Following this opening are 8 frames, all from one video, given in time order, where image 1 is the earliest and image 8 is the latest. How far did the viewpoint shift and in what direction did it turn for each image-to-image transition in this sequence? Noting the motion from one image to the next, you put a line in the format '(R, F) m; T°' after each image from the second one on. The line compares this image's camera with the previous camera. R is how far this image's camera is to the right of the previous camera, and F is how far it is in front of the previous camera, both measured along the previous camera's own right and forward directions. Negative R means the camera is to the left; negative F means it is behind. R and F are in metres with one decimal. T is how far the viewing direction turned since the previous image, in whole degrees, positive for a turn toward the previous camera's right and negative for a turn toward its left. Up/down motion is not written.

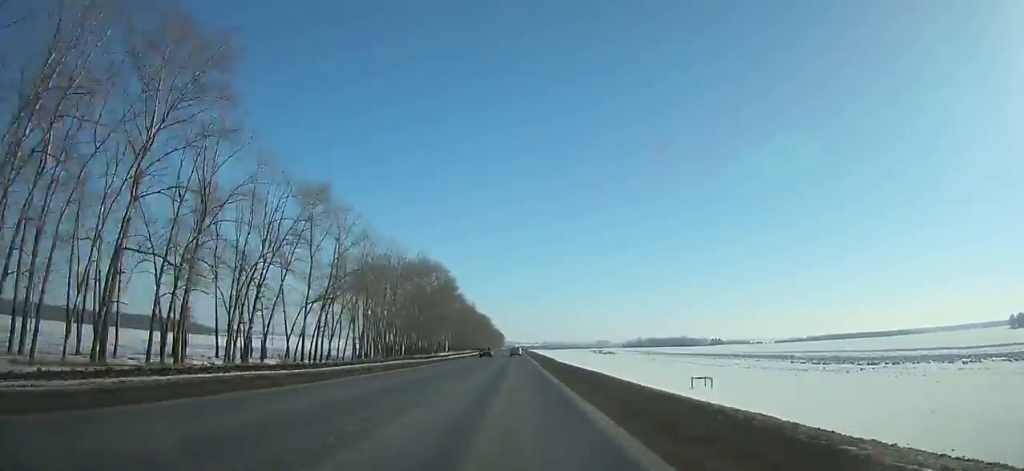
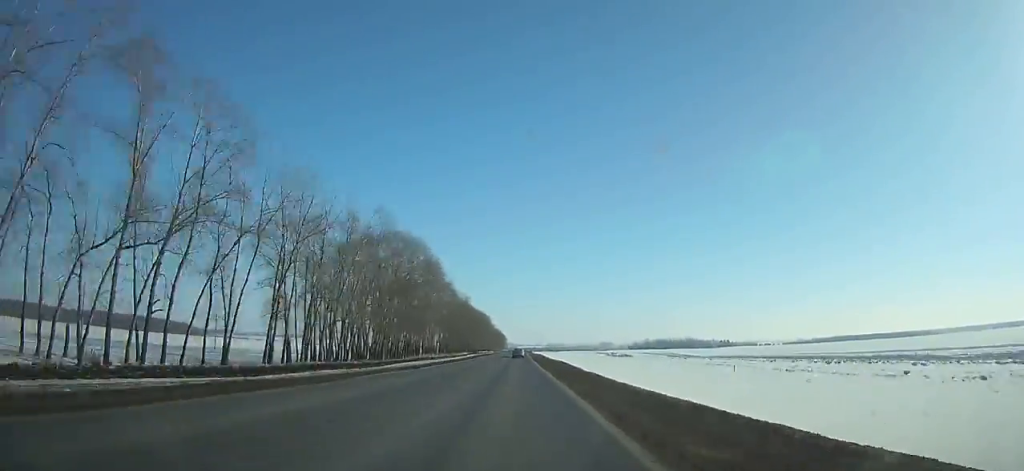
(0.0, +40.4) m; 0°
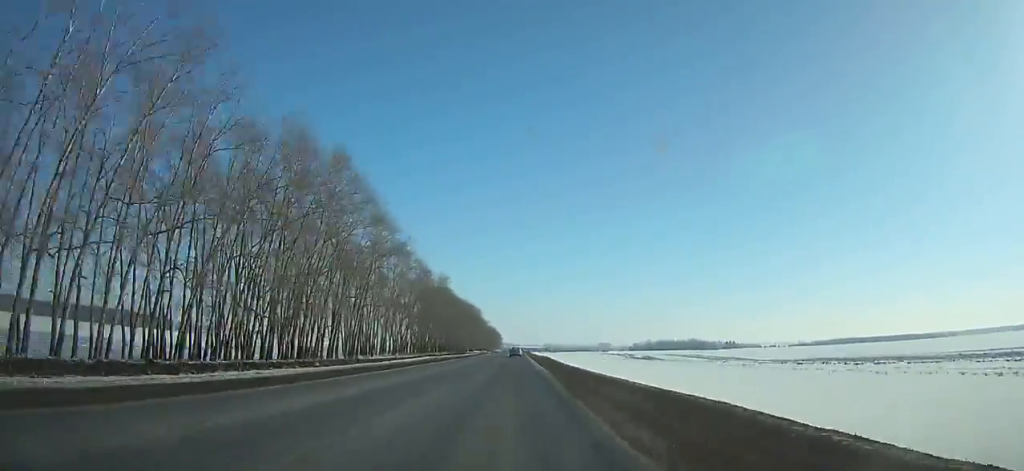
(+0.2, +58.1) m; 0°
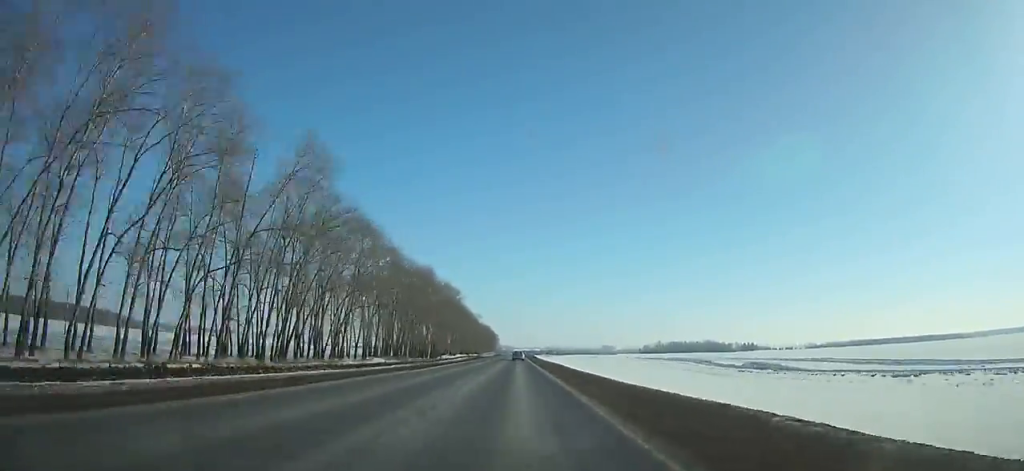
(-0.1, +106.8) m; 0°
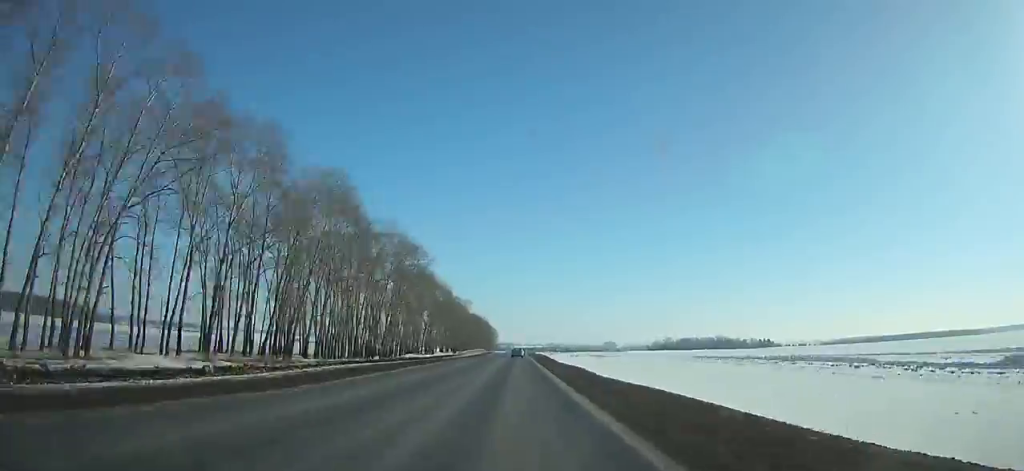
(+0.1, +73.4) m; 0°
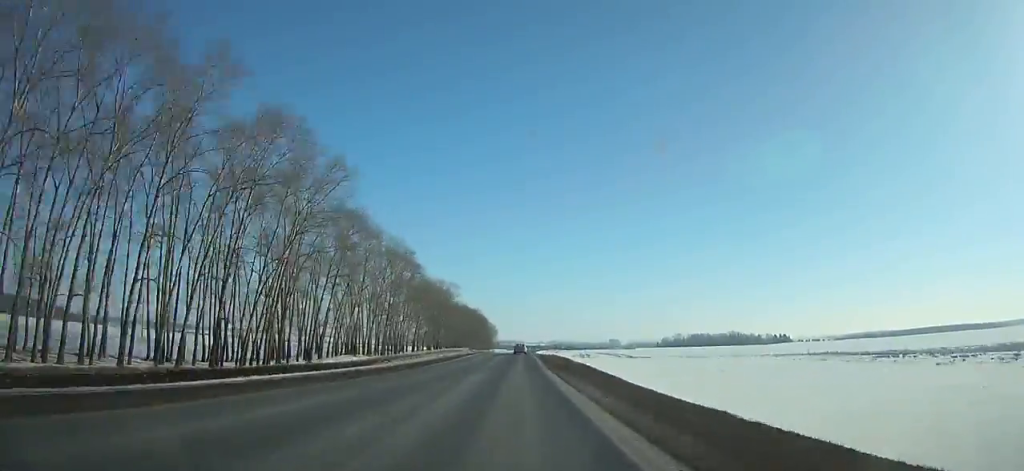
(-0.2, +60.3) m; 0°
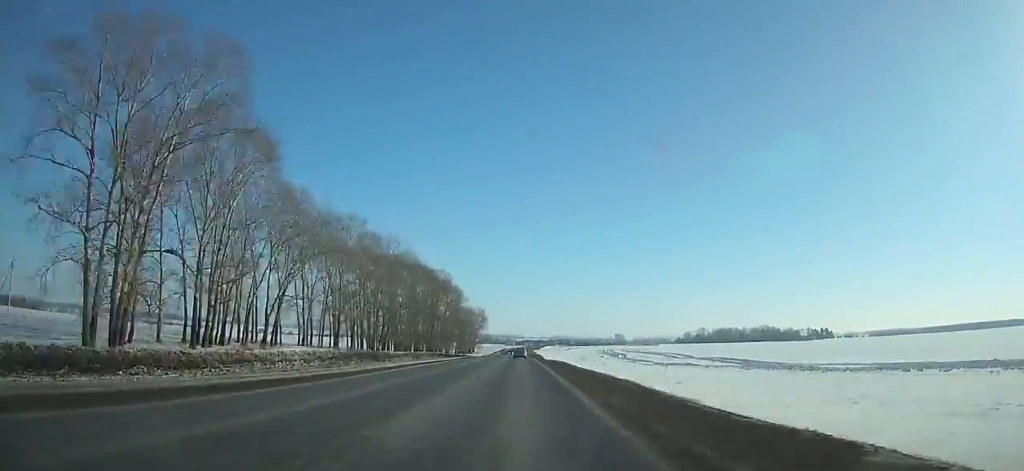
(+0.3, +150.8) m; 0°
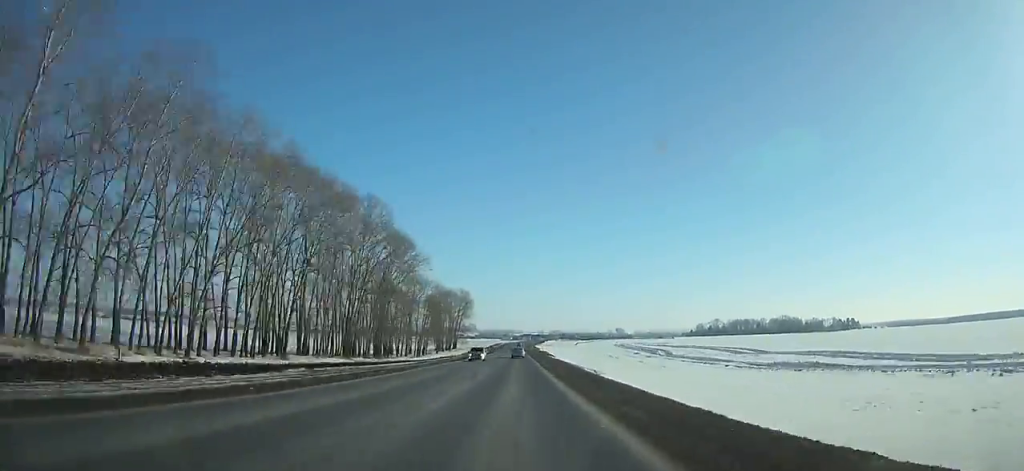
(-0.3, +83.7) m; 0°
